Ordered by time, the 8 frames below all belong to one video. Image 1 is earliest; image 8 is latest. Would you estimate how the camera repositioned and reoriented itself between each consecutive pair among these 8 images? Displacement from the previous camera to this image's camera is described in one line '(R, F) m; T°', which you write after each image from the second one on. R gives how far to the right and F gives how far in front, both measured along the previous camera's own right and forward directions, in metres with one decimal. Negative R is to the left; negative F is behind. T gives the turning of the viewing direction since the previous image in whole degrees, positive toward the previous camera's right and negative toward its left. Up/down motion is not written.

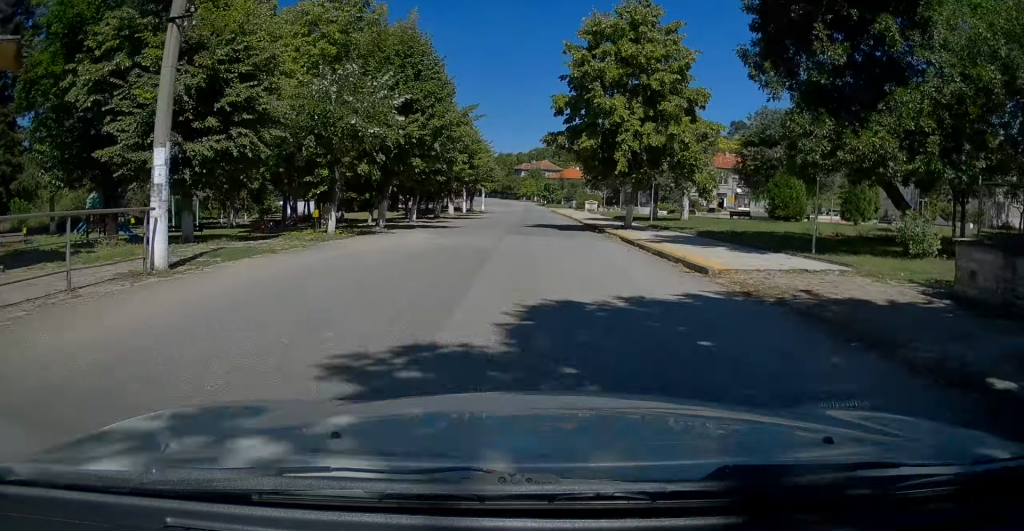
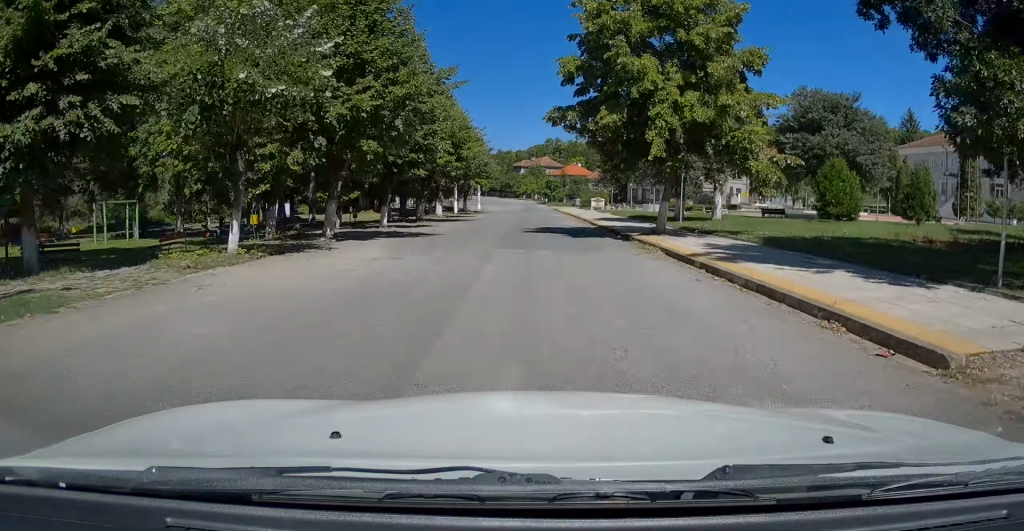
(0.0, +7.0) m; 0°
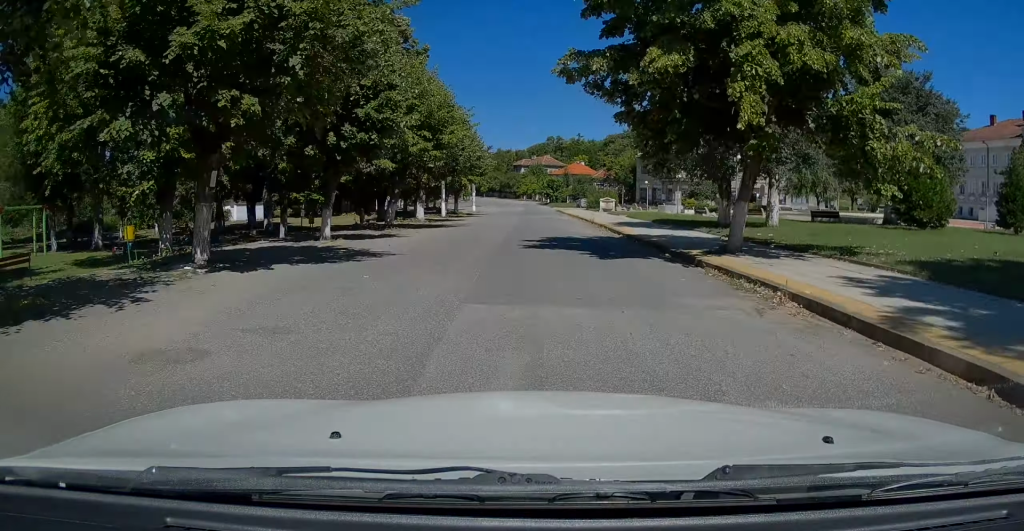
(0.0, +7.9) m; 0°
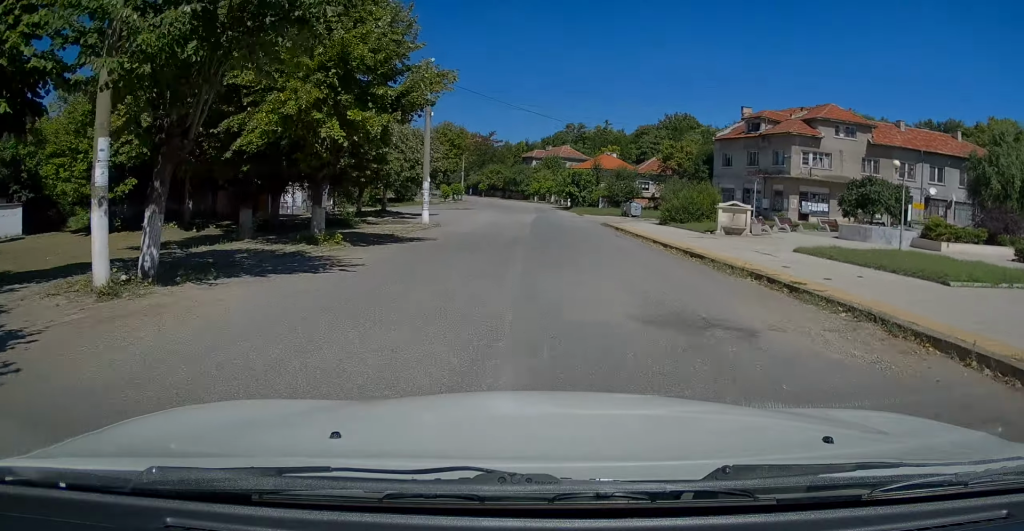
(+0.1, +36.0) m; +1°
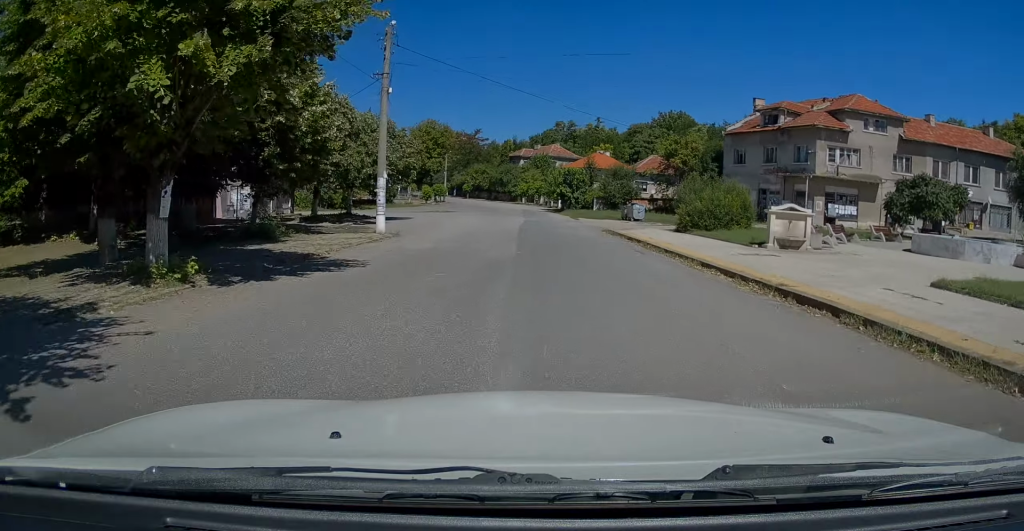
(0.0, +7.0) m; 0°
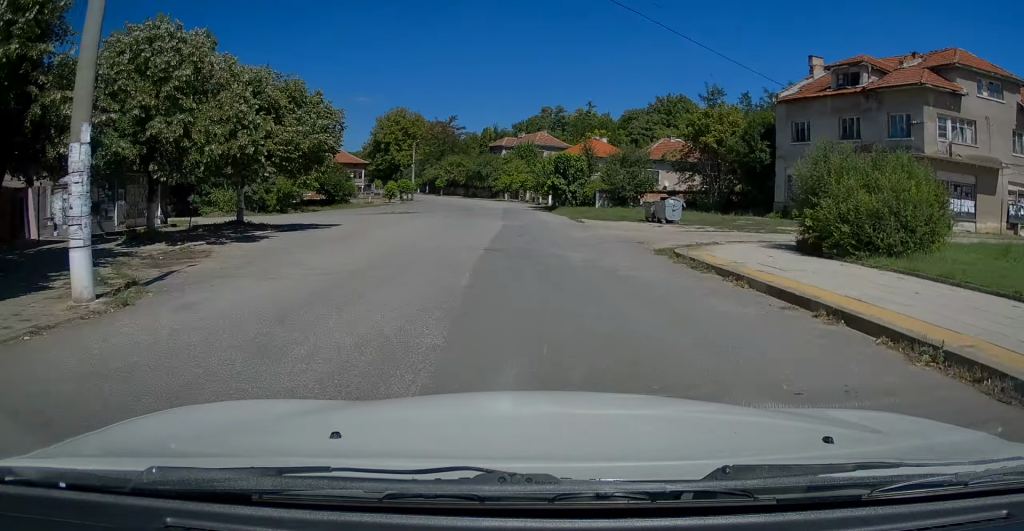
(-0.1, +15.7) m; +1°
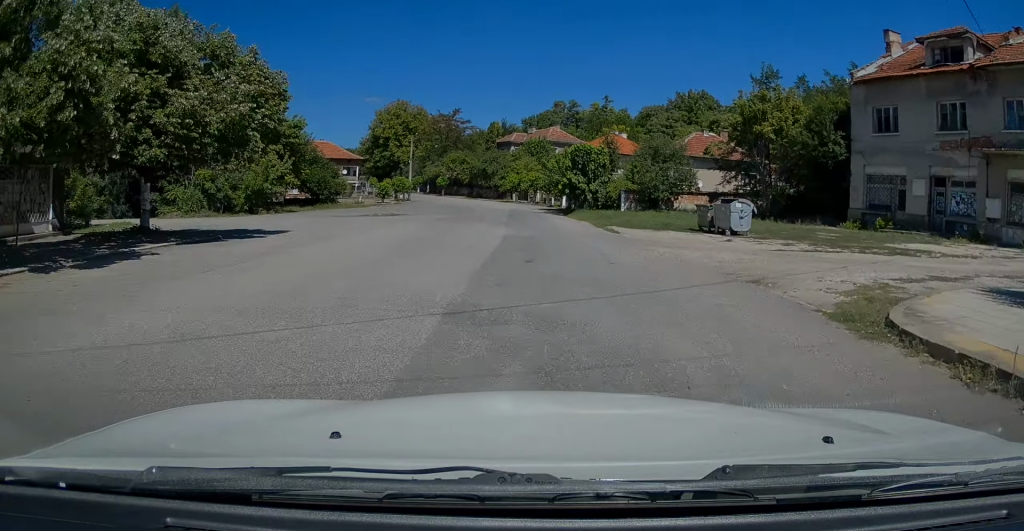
(+0.1, +9.0) m; 0°
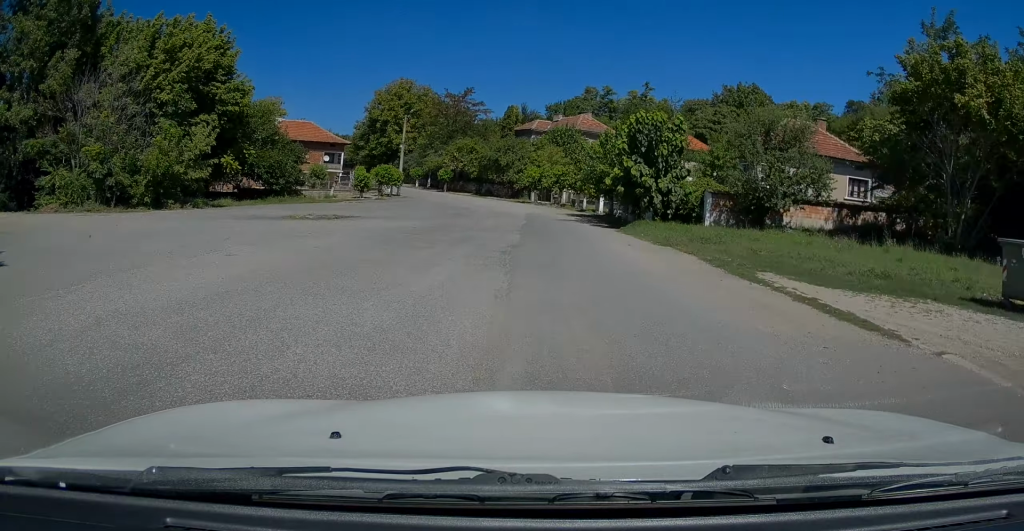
(-0.1, +16.6) m; -2°
